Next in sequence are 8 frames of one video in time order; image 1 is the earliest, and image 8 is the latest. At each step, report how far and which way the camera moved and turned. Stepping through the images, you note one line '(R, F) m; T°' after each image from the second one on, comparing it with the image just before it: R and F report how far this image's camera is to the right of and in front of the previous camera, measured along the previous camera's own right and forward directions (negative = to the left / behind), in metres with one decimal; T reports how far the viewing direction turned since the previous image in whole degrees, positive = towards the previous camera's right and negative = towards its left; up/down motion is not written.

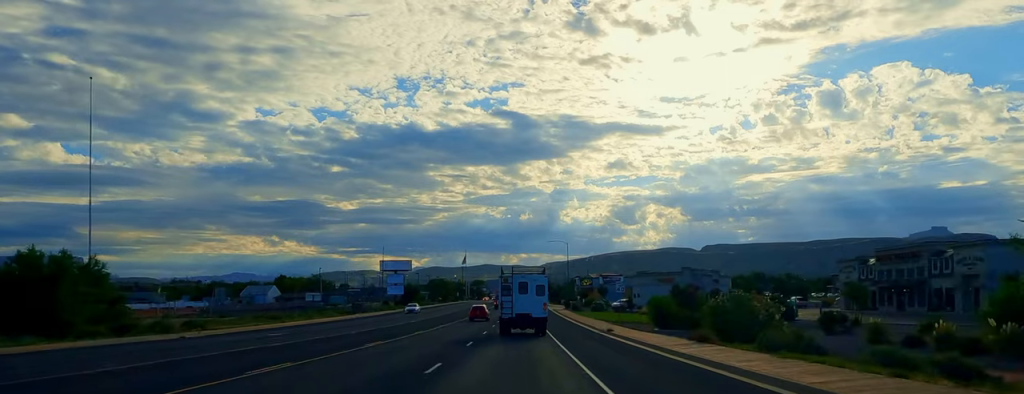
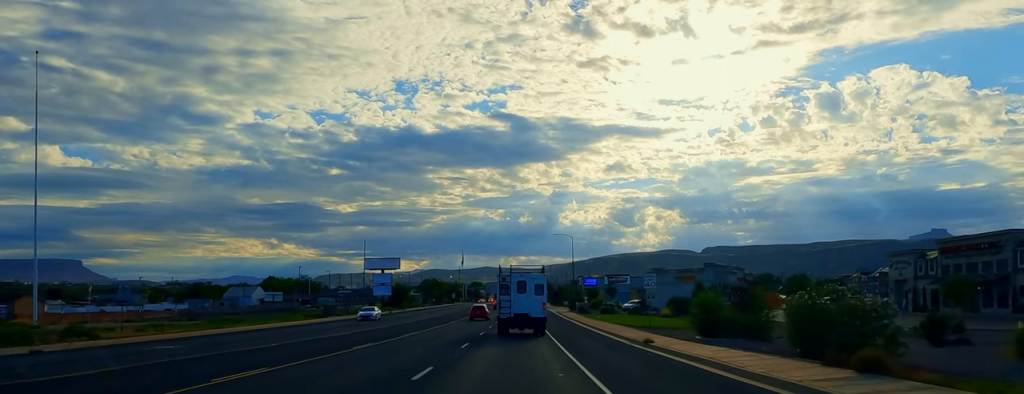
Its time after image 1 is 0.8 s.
(0.0, +13.1) m; 0°
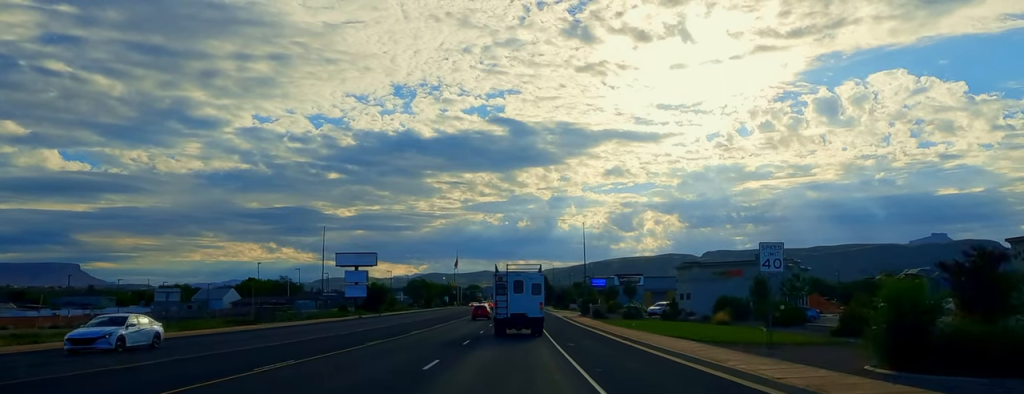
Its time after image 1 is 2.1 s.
(0.0, +20.9) m; 0°
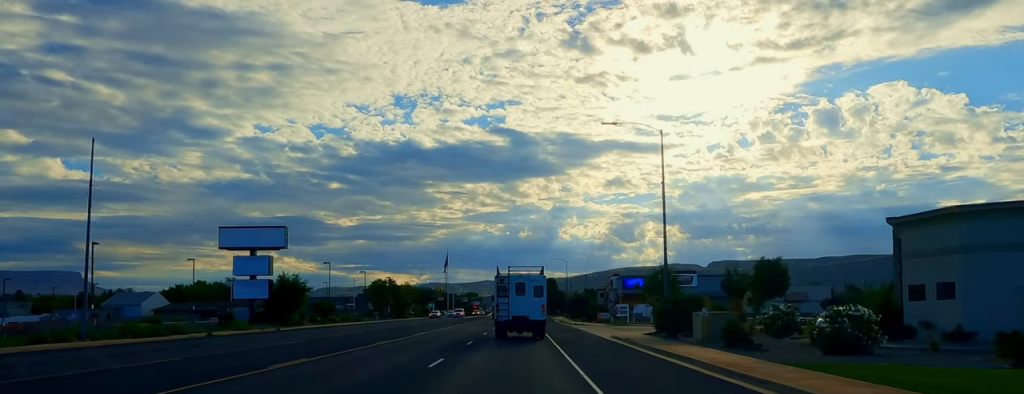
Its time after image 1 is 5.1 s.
(0.0, +45.9) m; 0°
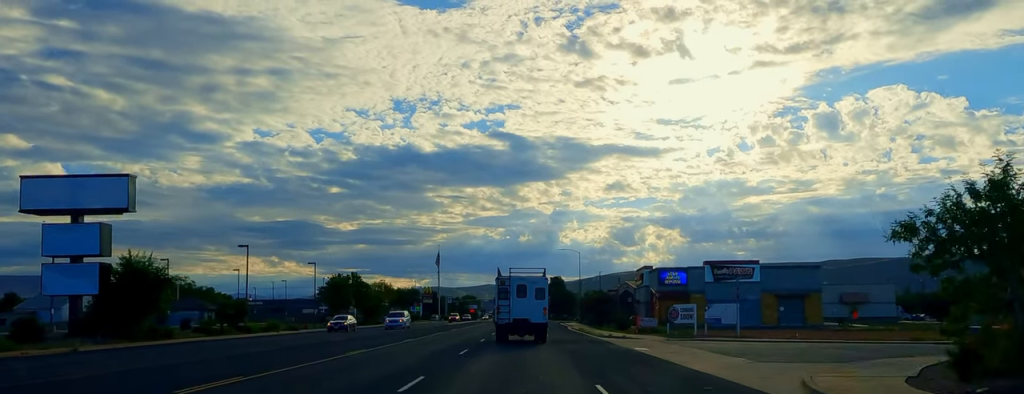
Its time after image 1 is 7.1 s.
(0.0, +28.5) m; 0°
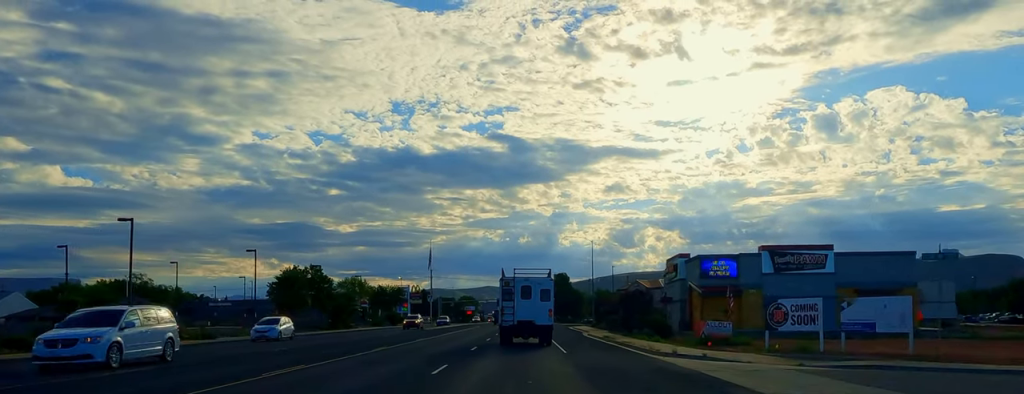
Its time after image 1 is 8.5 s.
(0.0, +19.6) m; 0°
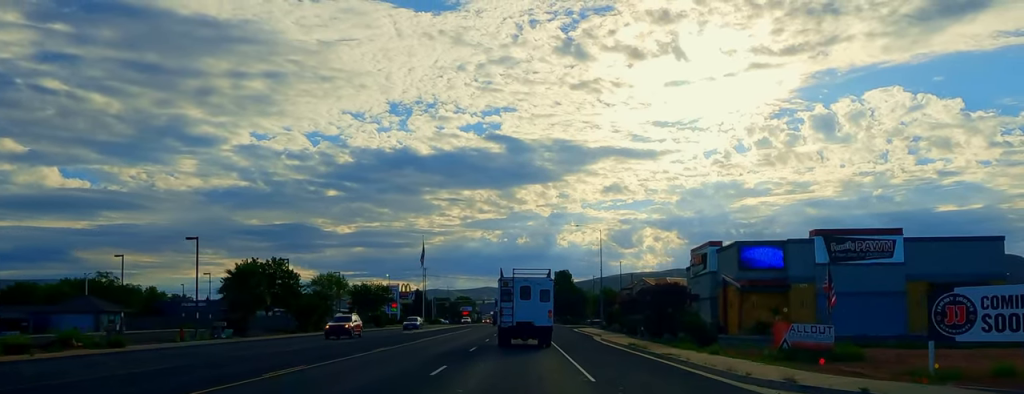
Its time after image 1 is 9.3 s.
(0.0, +11.5) m; 0°
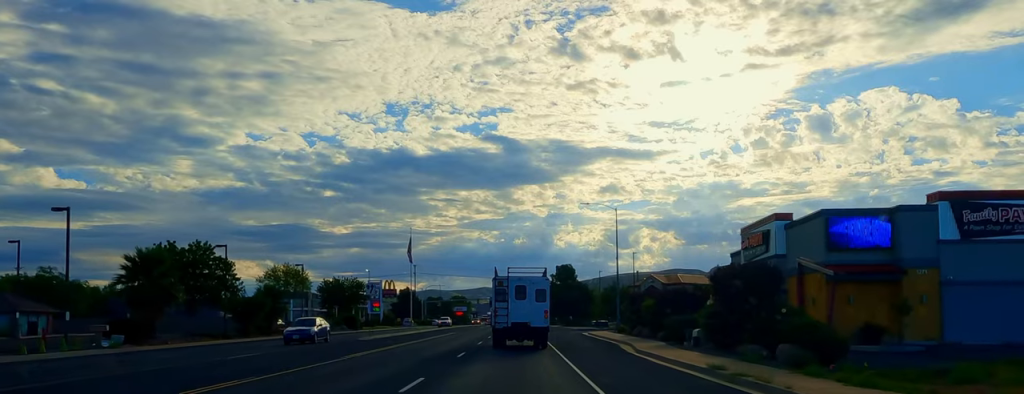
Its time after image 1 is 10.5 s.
(0.0, +15.4) m; 0°
